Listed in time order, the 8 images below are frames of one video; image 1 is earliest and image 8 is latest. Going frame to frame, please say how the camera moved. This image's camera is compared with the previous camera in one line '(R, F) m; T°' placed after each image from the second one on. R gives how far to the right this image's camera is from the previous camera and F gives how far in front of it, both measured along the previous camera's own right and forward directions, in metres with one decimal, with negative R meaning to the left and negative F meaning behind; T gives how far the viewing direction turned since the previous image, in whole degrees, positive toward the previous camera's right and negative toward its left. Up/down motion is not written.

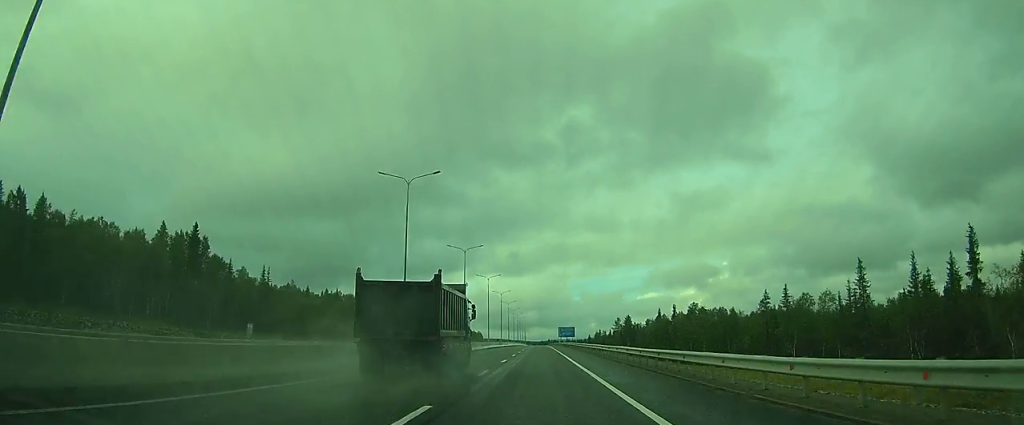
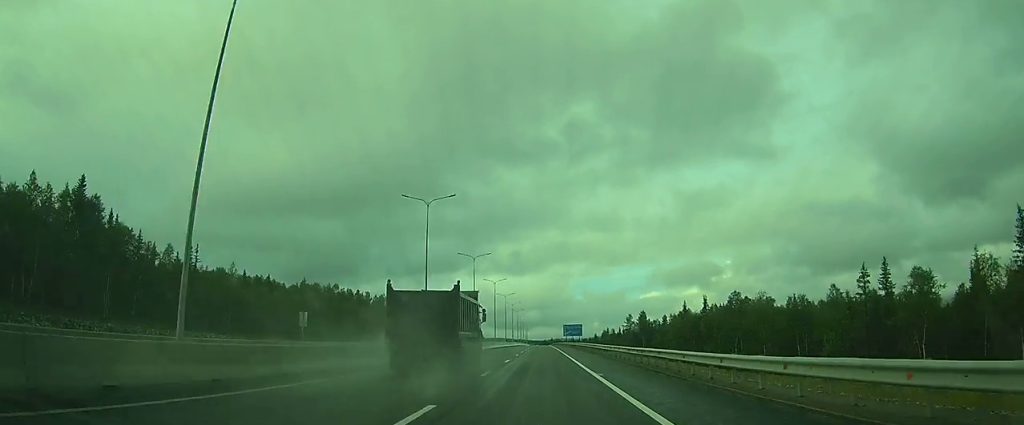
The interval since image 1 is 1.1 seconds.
(0.0, +23.5) m; +1°
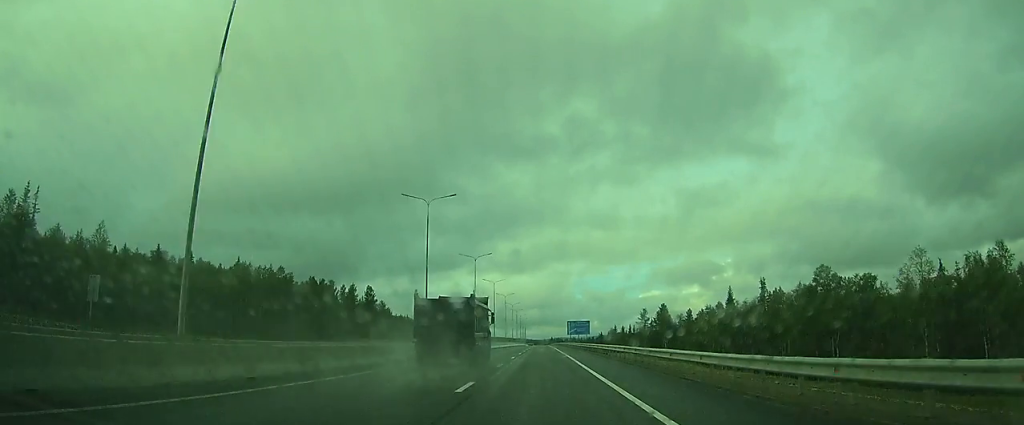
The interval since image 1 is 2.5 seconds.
(+0.2, +29.7) m; +1°
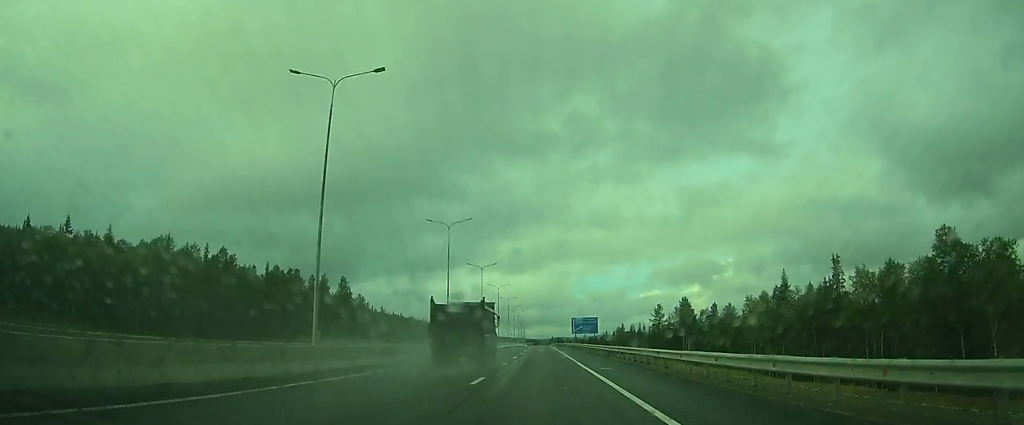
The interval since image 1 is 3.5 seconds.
(+0.1, +21.2) m; 0°
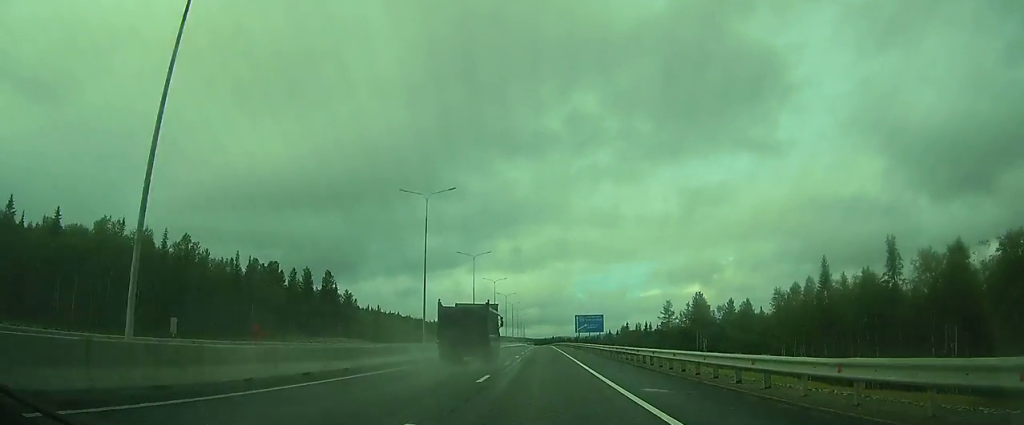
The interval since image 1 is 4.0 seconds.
(+0.1, +10.6) m; 0°
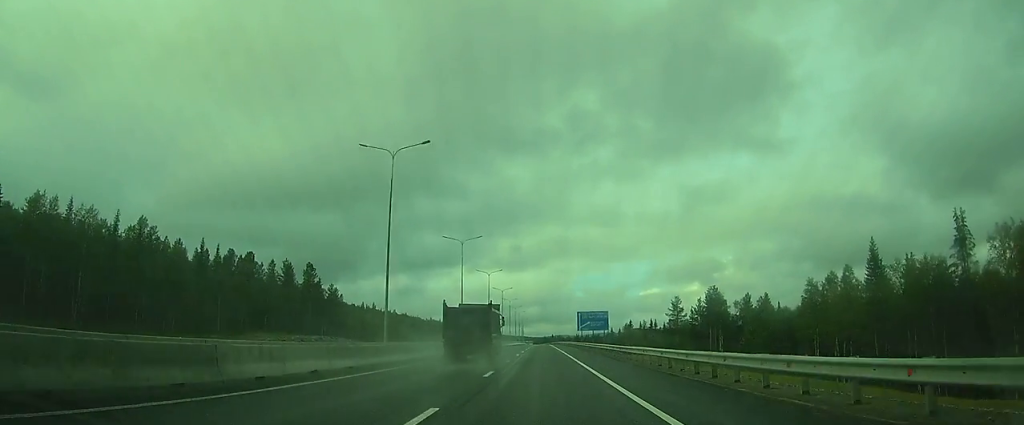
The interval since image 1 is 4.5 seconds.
(-0.1, +9.9) m; 0°
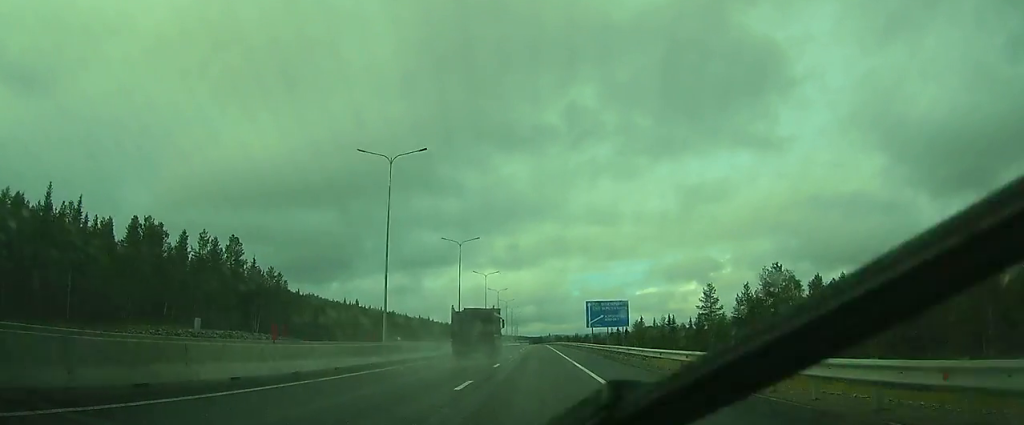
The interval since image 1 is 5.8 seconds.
(-0.2, +28.9) m; 0°
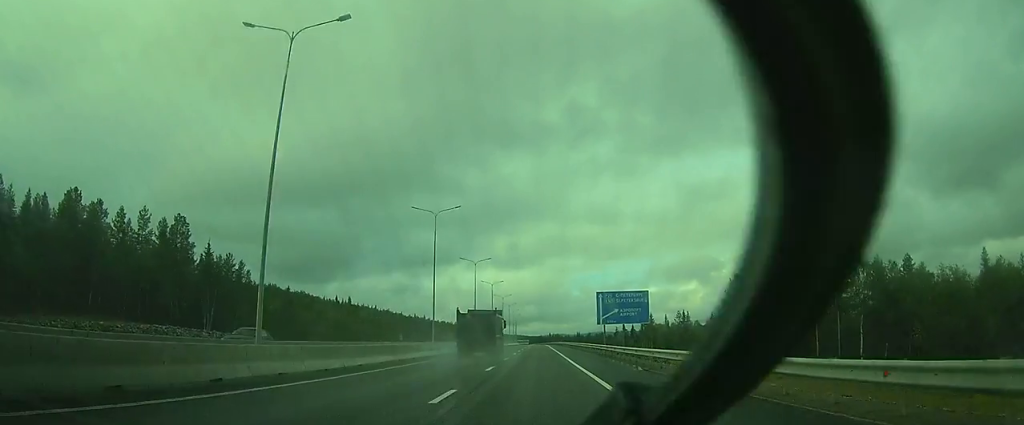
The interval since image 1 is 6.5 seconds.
(0.0, +14.7) m; 0°
